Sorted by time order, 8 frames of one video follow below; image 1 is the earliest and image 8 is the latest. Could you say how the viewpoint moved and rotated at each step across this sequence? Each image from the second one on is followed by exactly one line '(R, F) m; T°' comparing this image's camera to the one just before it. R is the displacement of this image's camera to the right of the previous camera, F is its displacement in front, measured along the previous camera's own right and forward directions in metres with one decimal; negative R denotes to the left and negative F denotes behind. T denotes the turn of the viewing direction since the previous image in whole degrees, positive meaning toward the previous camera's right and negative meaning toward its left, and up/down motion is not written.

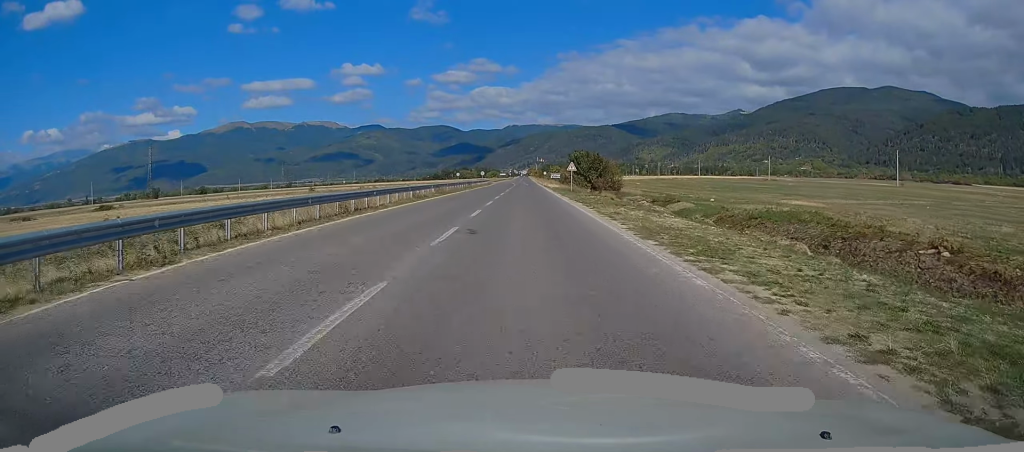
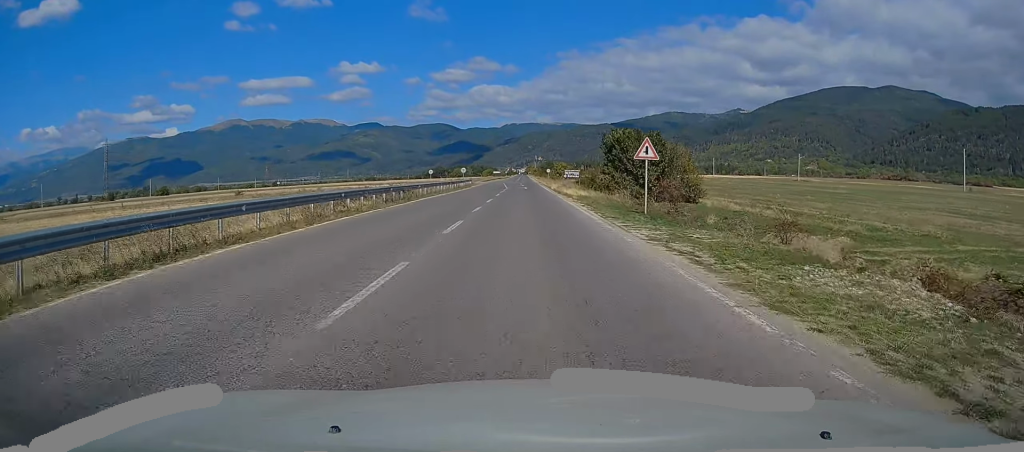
(-0.1, +36.4) m; 0°
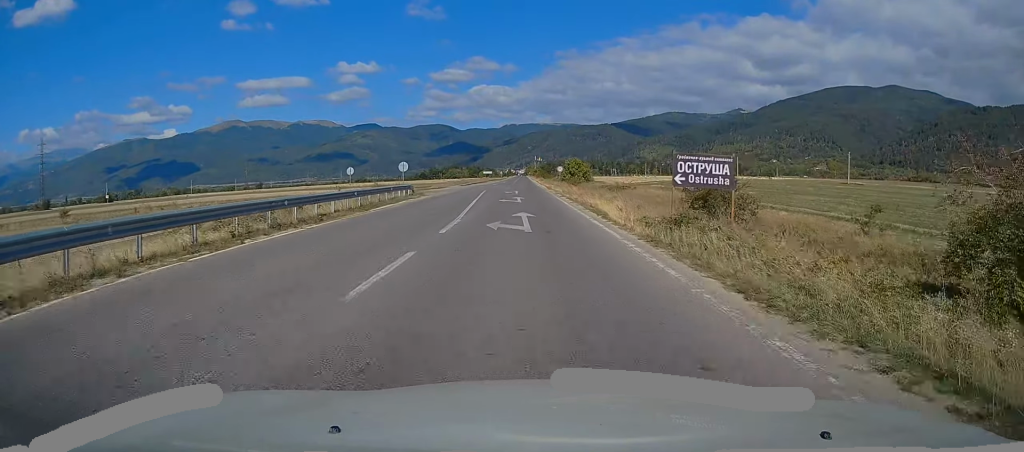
(+0.2, +44.8) m; 0°
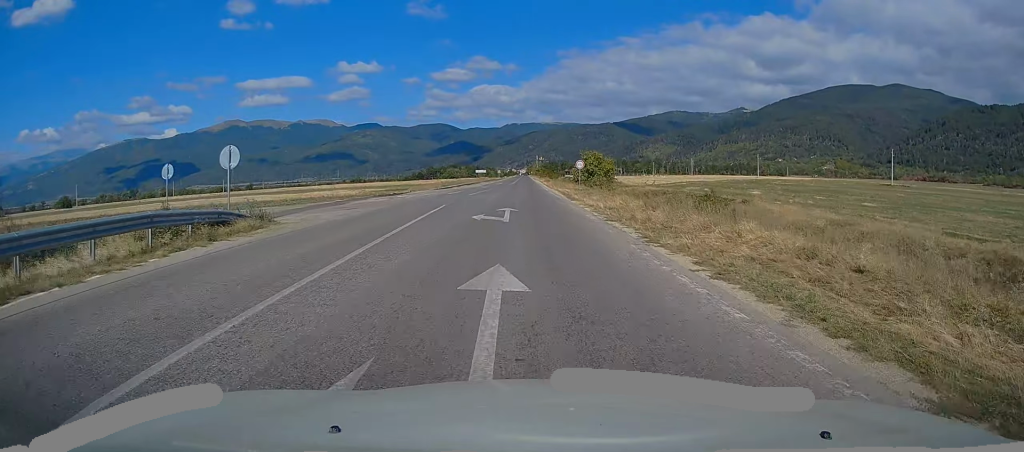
(-0.2, +28.5) m; 0°
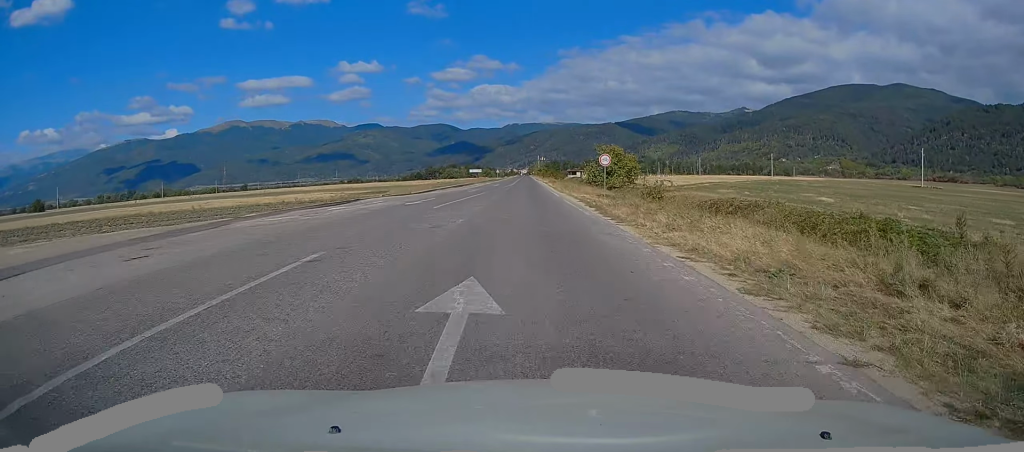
(+0.2, +16.6) m; 0°
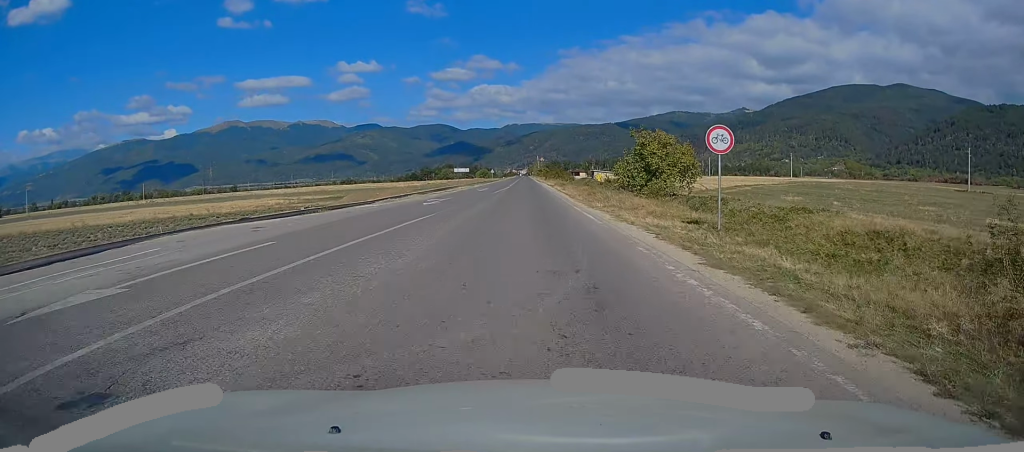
(-0.2, +23.0) m; -1°
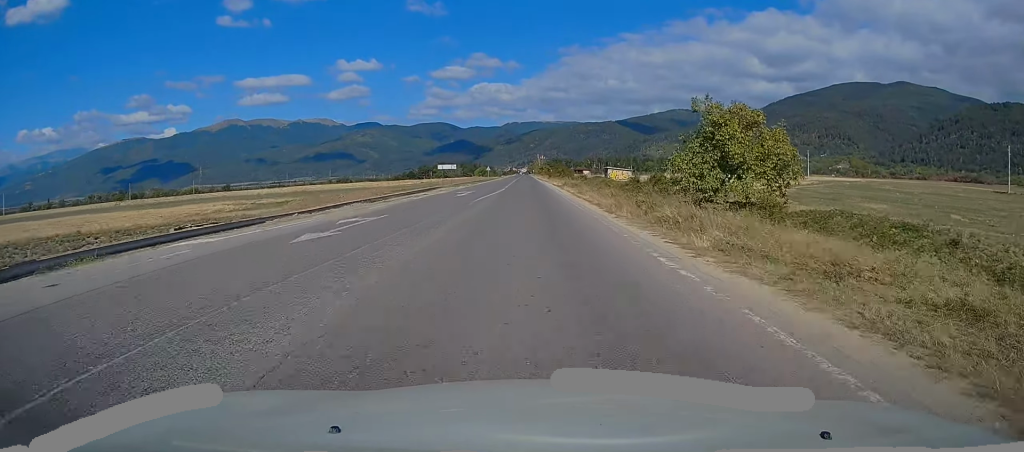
(-0.1, +16.6) m; 0°
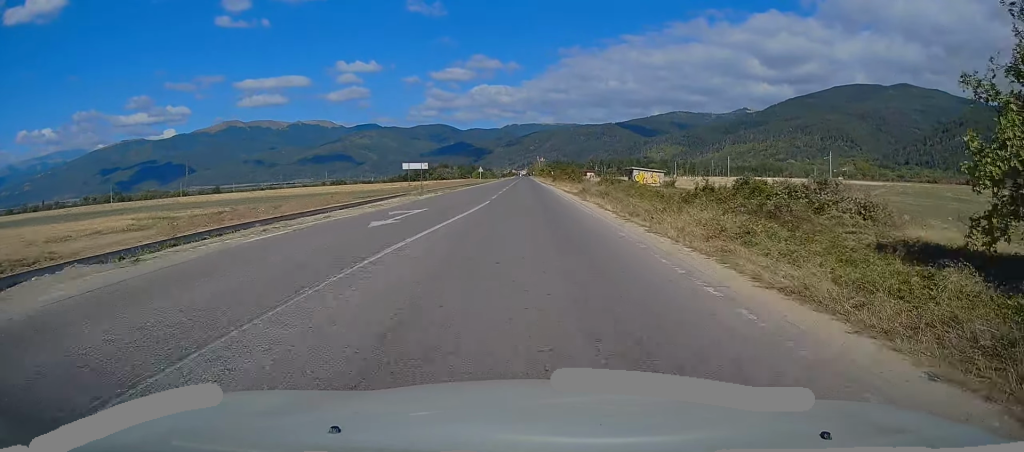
(-0.1, +20.3) m; +1°
